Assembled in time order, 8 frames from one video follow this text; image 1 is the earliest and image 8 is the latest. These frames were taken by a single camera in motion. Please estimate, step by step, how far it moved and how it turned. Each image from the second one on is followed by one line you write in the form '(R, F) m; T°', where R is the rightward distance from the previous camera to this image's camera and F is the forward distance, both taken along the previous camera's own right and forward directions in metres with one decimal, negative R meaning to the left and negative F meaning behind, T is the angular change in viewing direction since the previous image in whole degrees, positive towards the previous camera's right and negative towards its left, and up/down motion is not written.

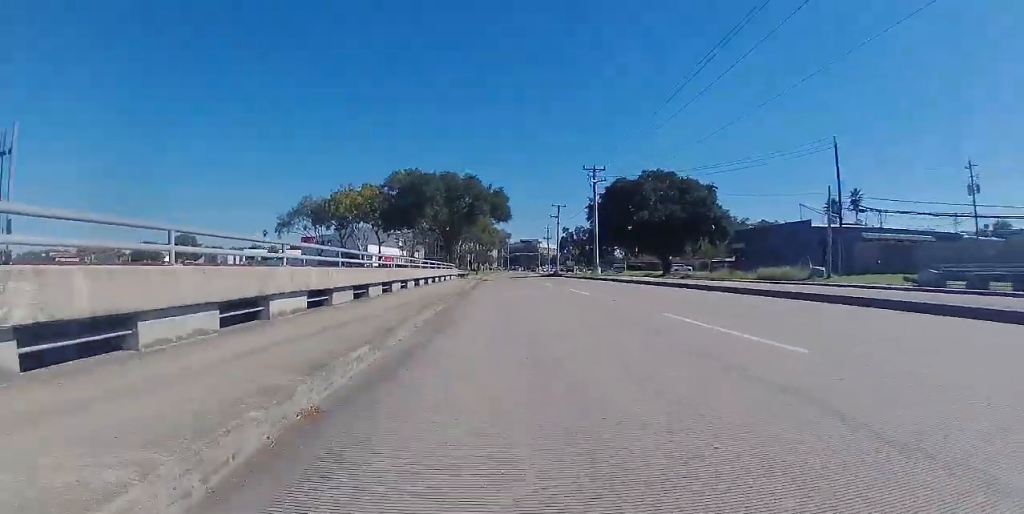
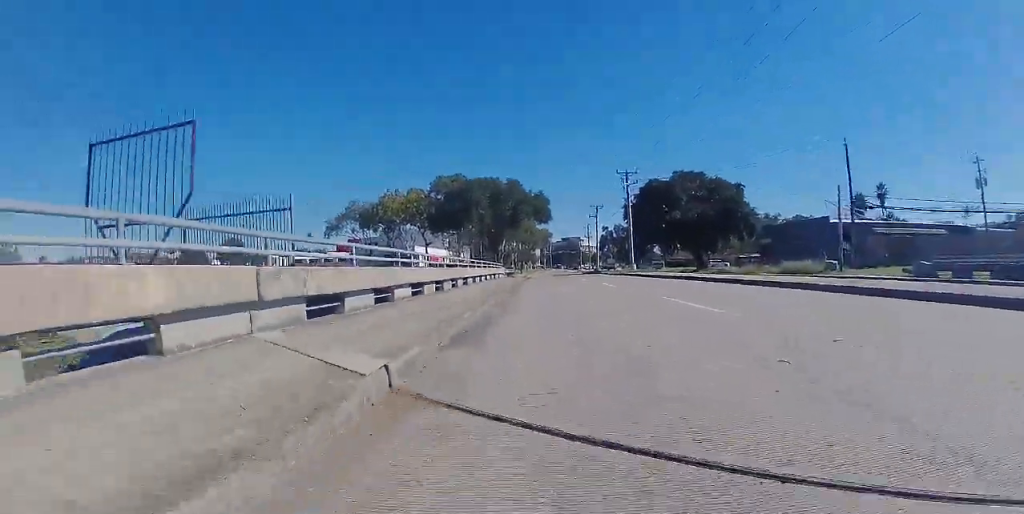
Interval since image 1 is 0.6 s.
(0.0, +4.0) m; +1°
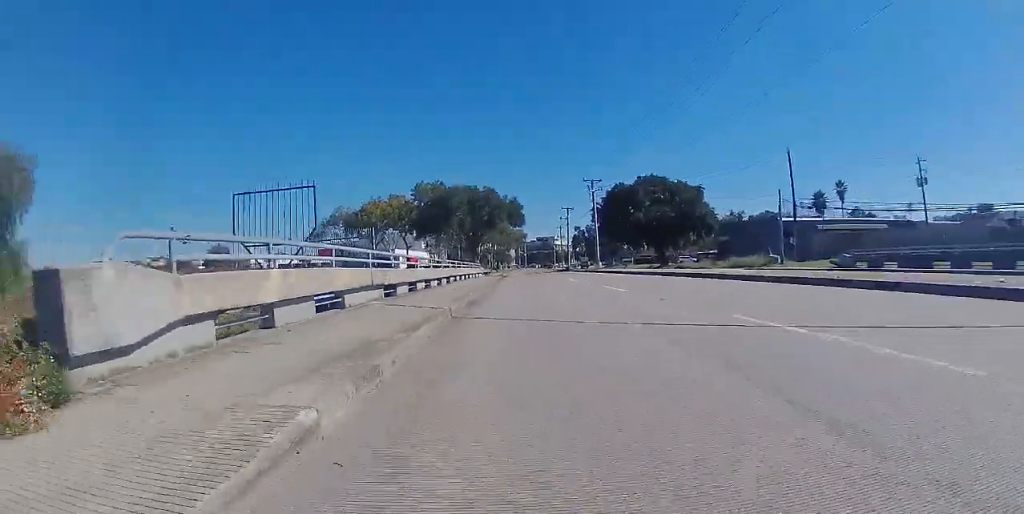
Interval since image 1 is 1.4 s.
(+0.3, +5.7) m; +4°
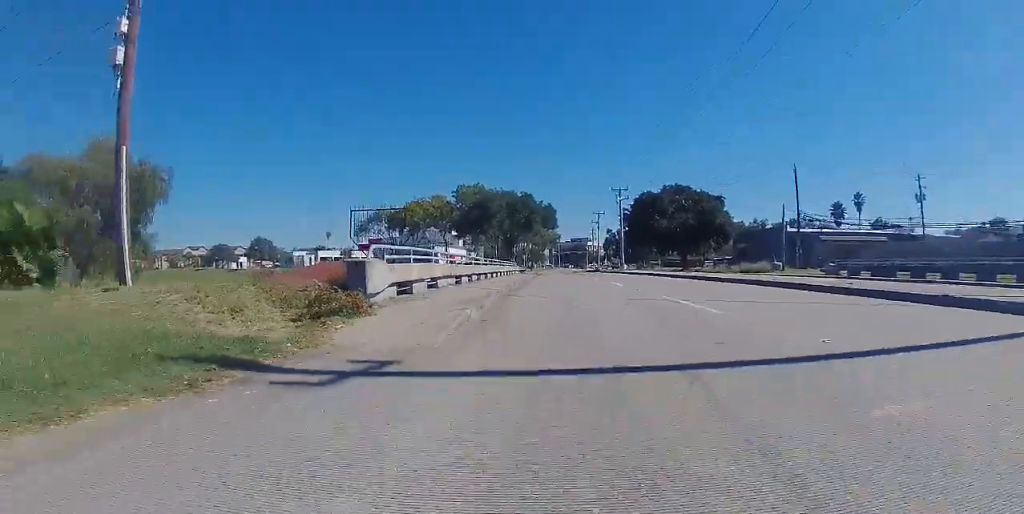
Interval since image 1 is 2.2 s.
(+0.2, +6.3) m; 0°
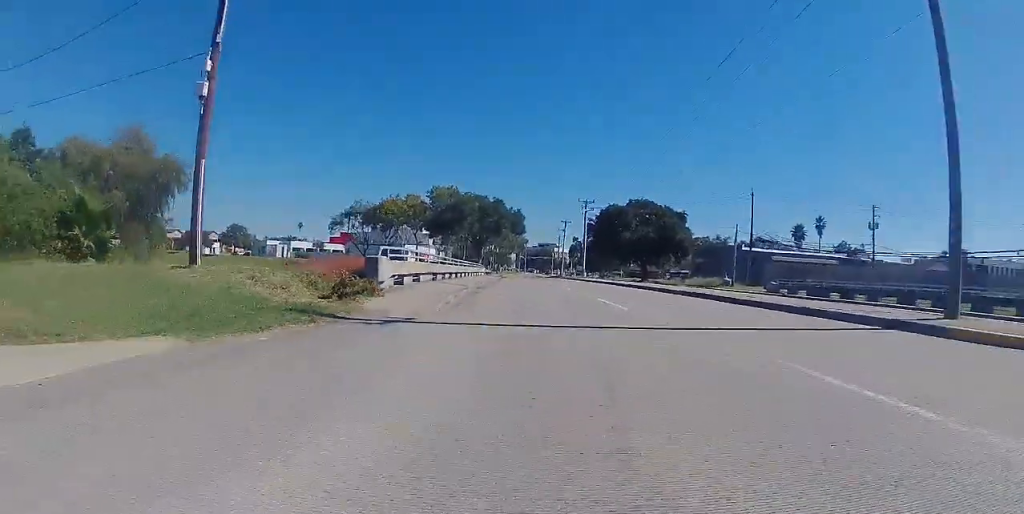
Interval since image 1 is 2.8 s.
(-0.1, +4.0) m; -3°
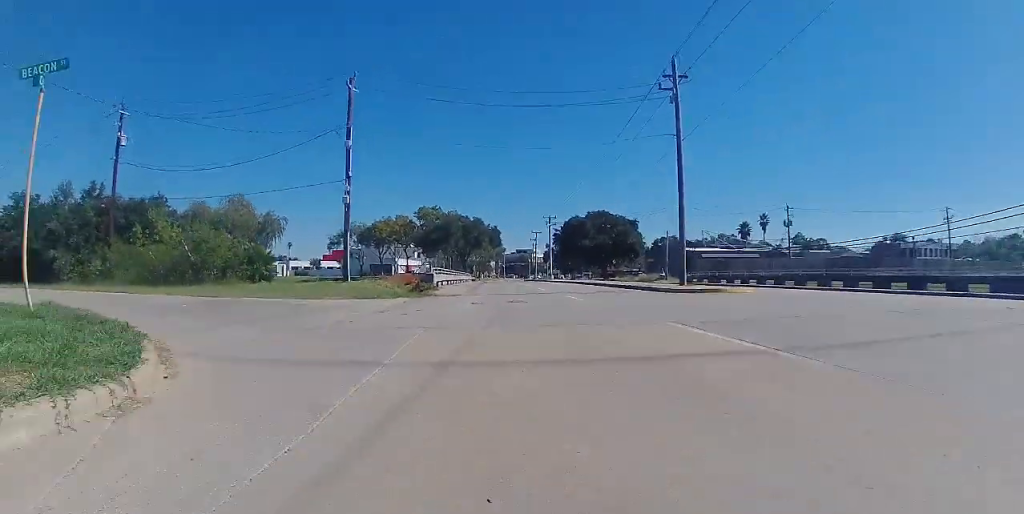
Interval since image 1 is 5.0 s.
(-0.7, +16.3) m; 0°
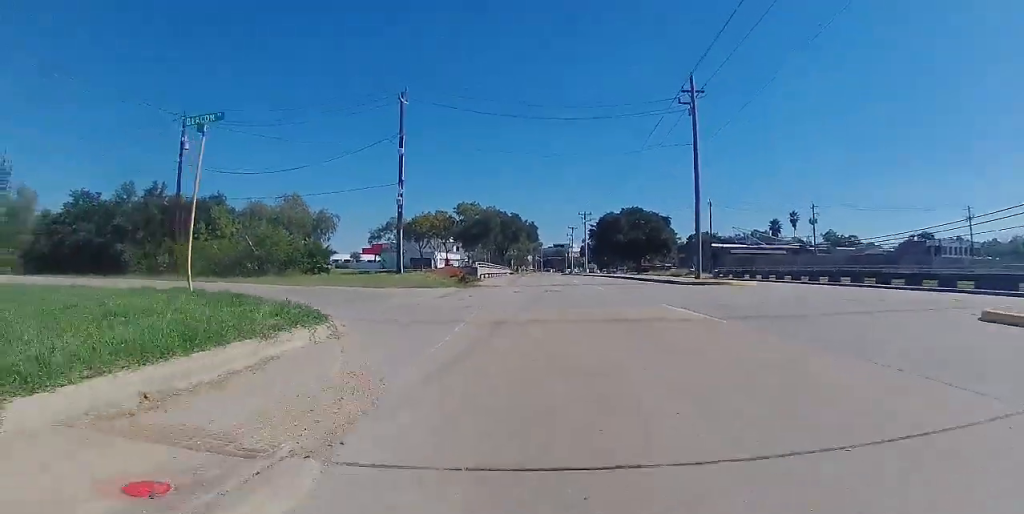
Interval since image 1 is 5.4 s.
(+0.1, +3.5) m; +1°
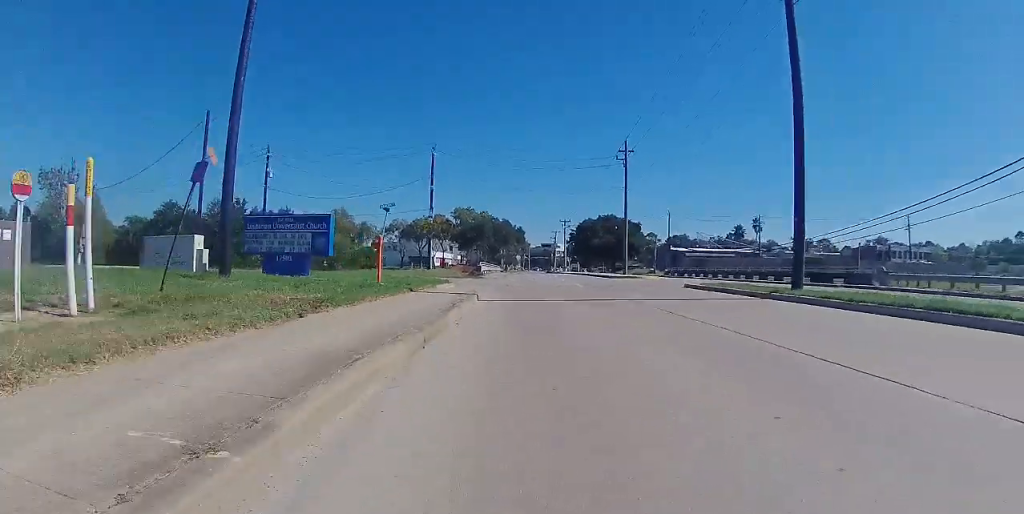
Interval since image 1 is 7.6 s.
(+0.1, +15.7) m; 0°
